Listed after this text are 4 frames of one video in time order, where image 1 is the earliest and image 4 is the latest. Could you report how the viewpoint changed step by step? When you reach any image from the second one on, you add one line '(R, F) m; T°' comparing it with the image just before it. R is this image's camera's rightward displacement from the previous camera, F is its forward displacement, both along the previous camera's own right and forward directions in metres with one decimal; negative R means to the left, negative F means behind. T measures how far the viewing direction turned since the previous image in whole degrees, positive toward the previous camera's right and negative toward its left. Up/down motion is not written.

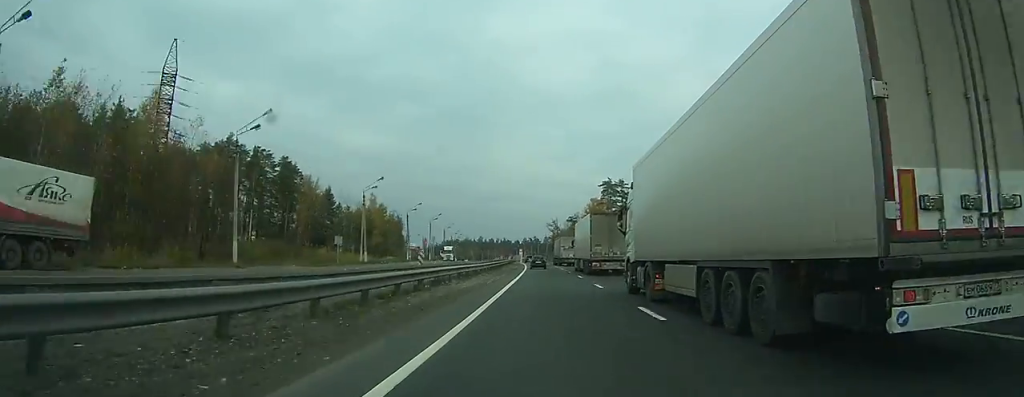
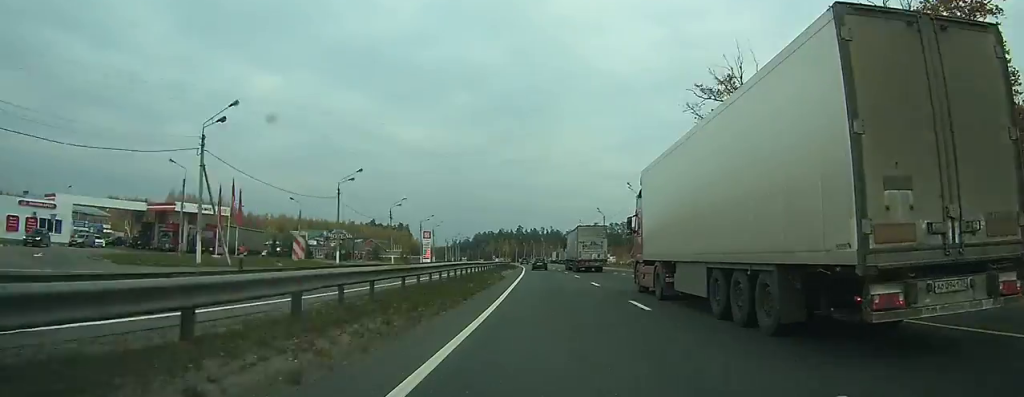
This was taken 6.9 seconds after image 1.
(-8.6, +178.8) m; -6°
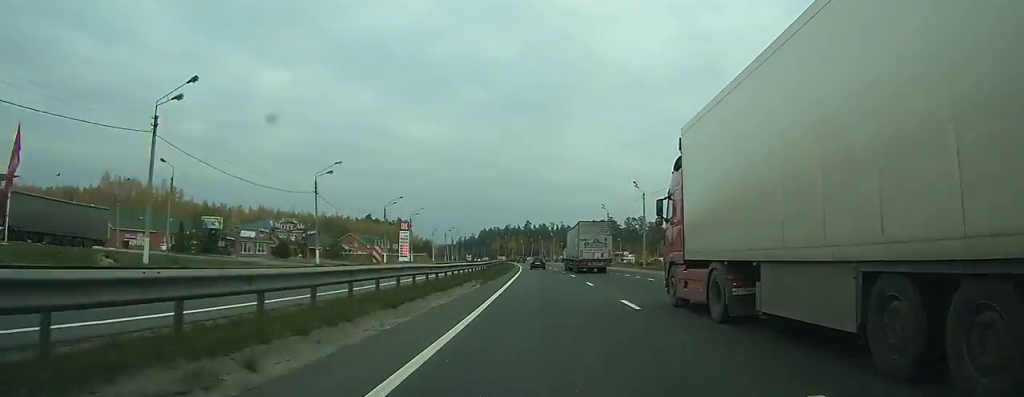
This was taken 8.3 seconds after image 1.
(-0.3, +36.2) m; -1°
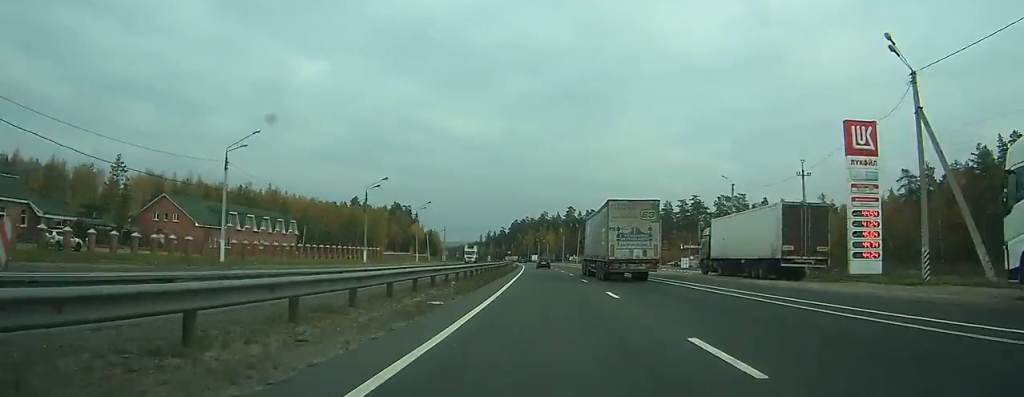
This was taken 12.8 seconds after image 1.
(-3.3, +117.8) m; -3°
